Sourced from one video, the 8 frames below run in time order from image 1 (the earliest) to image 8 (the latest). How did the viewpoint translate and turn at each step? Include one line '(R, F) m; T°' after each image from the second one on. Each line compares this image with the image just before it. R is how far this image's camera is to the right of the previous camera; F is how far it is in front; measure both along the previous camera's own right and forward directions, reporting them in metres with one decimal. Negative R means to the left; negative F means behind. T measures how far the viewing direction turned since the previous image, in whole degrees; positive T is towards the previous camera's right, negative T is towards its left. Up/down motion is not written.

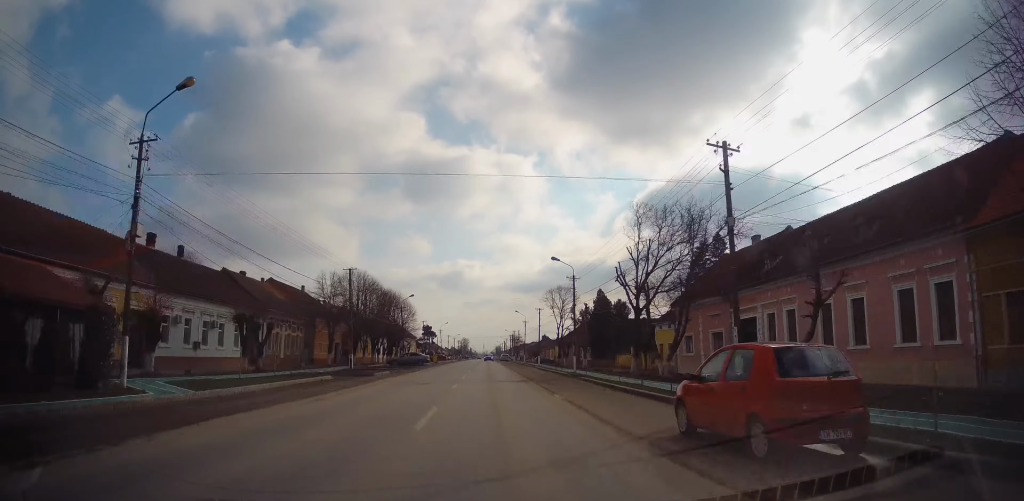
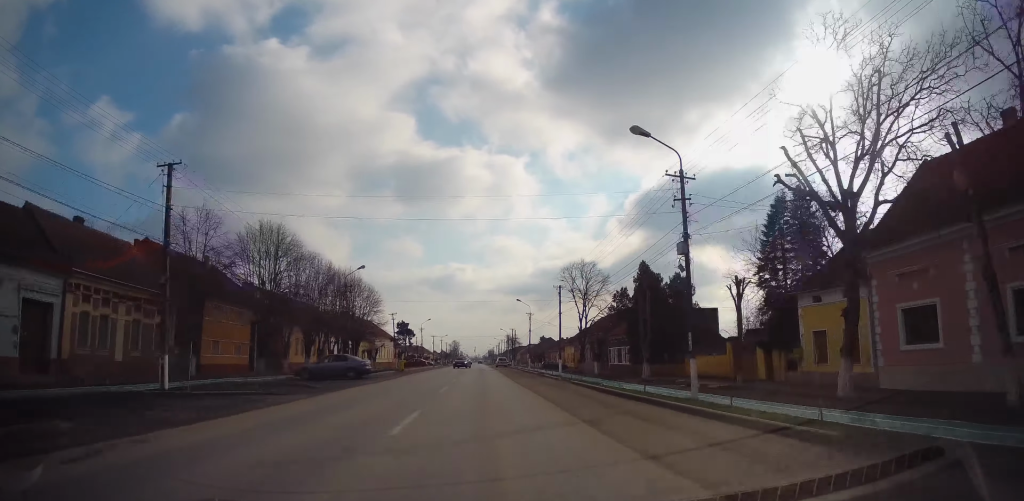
(+0.3, +27.4) m; 0°
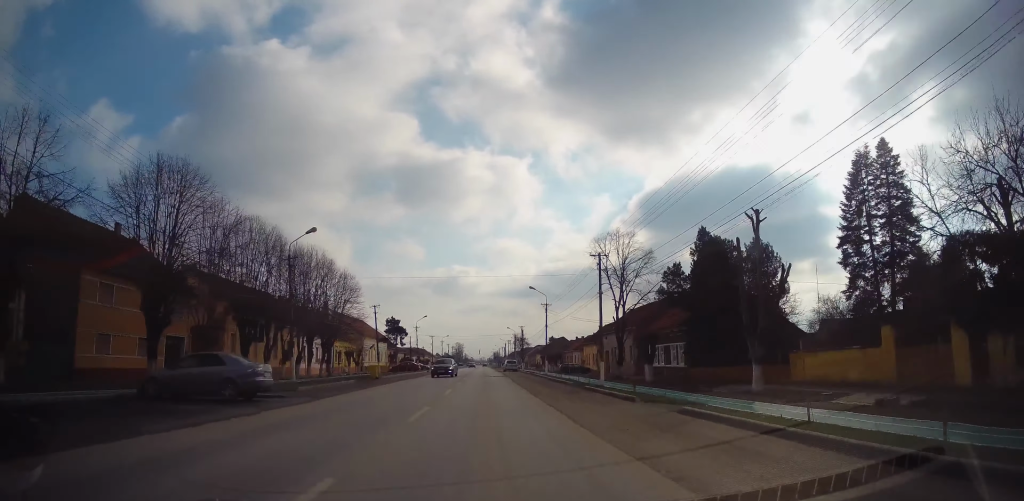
(-0.1, +15.5) m; -1°
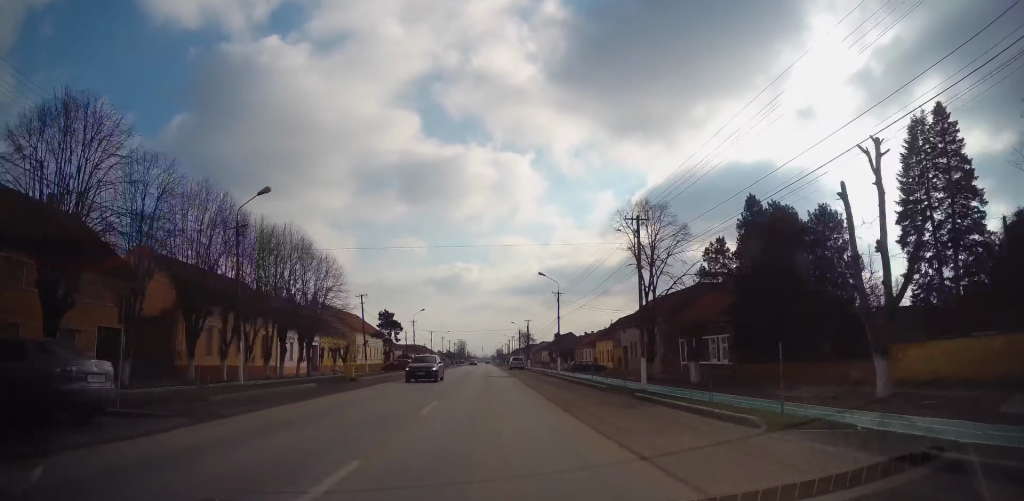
(-0.2, +7.8) m; 0°
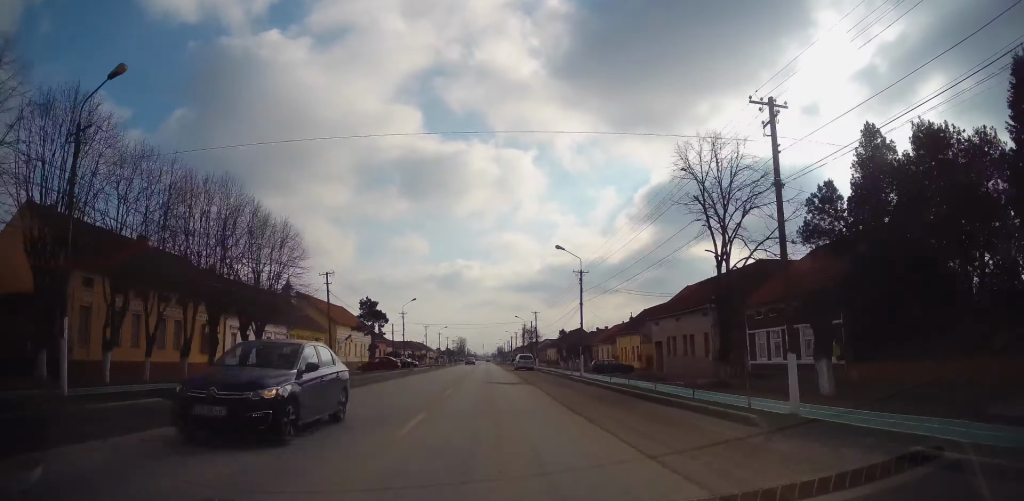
(+0.2, +12.2) m; 0°
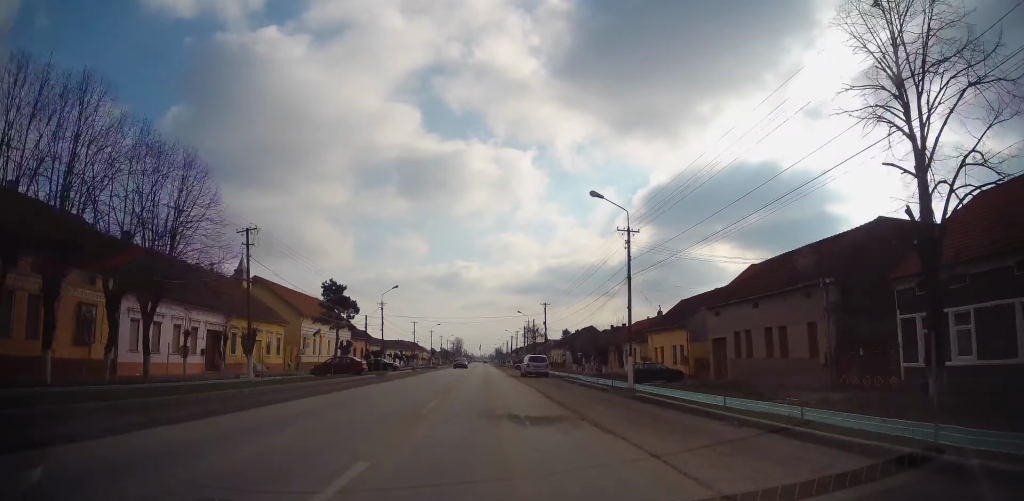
(0.0, +14.4) m; 0°
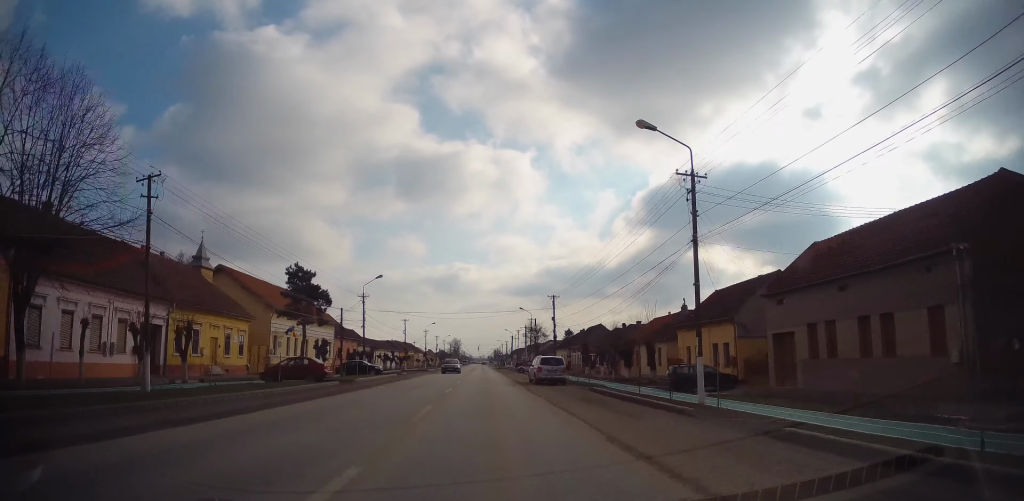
(-0.2, +9.1) m; 0°
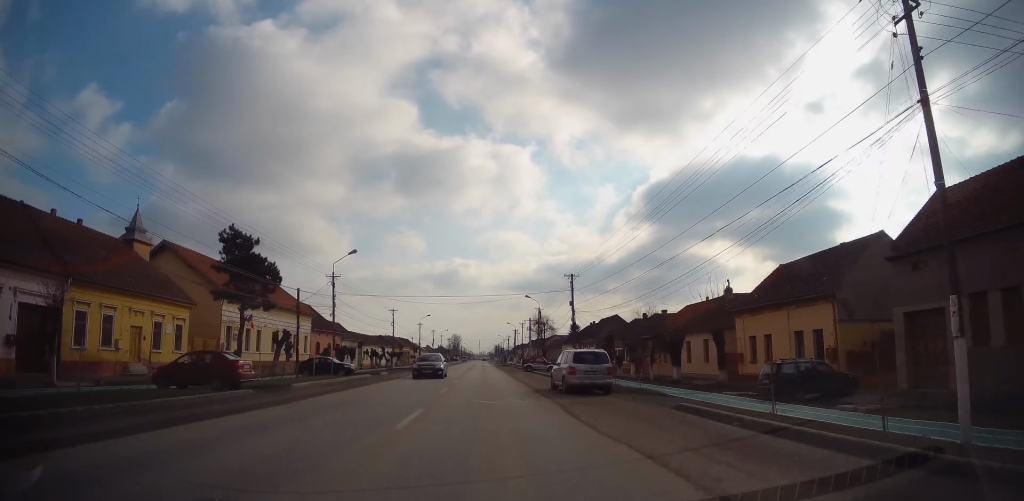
(+0.3, +11.3) m; +1°
